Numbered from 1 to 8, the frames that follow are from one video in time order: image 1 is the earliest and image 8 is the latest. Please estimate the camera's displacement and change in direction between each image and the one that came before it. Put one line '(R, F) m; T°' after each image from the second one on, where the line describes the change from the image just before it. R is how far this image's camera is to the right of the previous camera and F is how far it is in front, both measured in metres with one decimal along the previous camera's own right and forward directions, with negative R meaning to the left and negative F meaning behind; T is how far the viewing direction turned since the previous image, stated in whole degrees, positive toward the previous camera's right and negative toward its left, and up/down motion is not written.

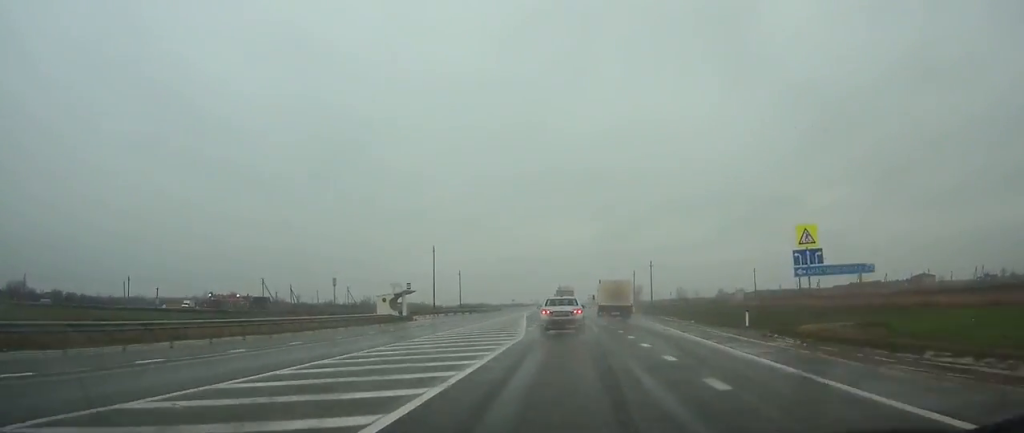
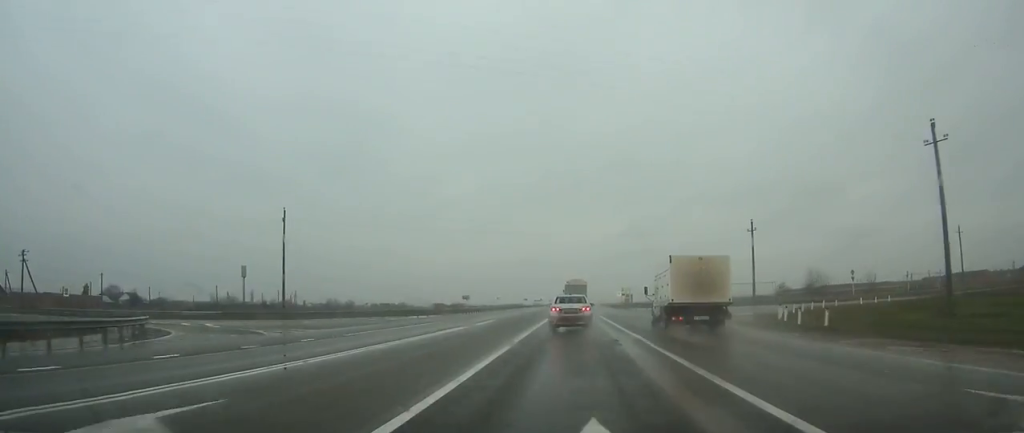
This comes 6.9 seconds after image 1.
(-1.4, +131.7) m; -1°
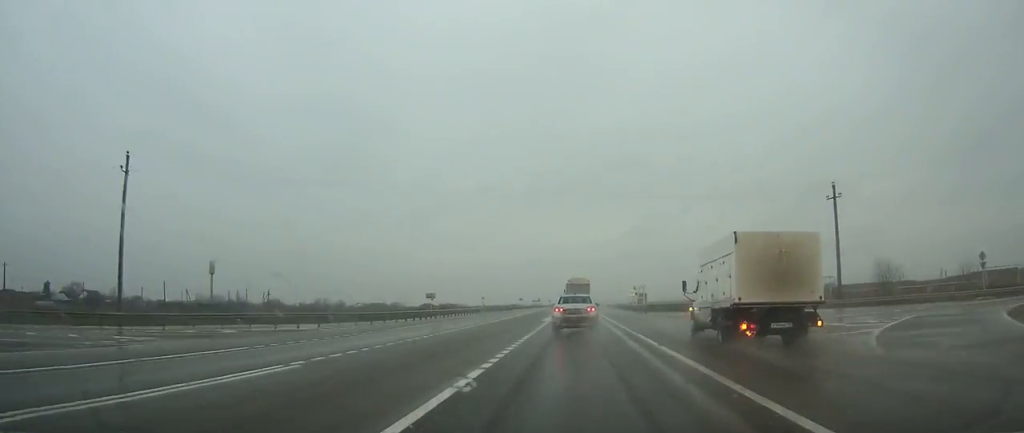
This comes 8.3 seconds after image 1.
(0.0, +28.4) m; 0°
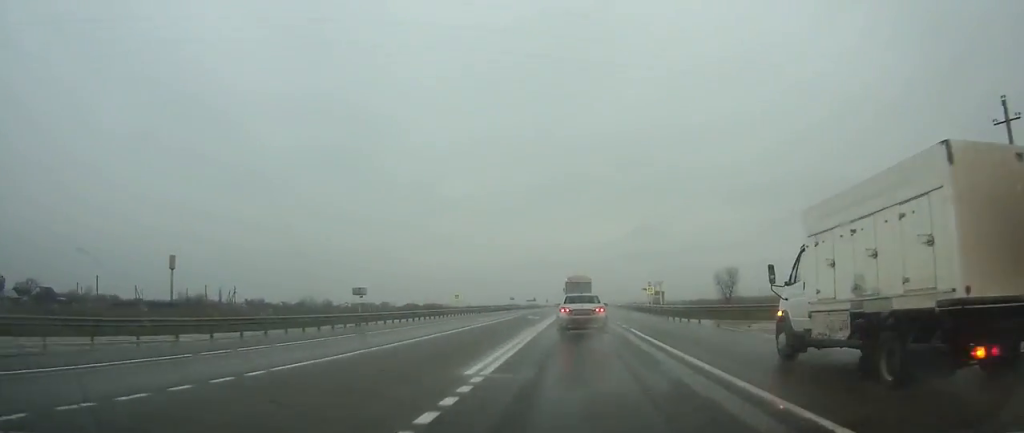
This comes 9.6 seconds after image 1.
(0.0, +27.0) m; 0°
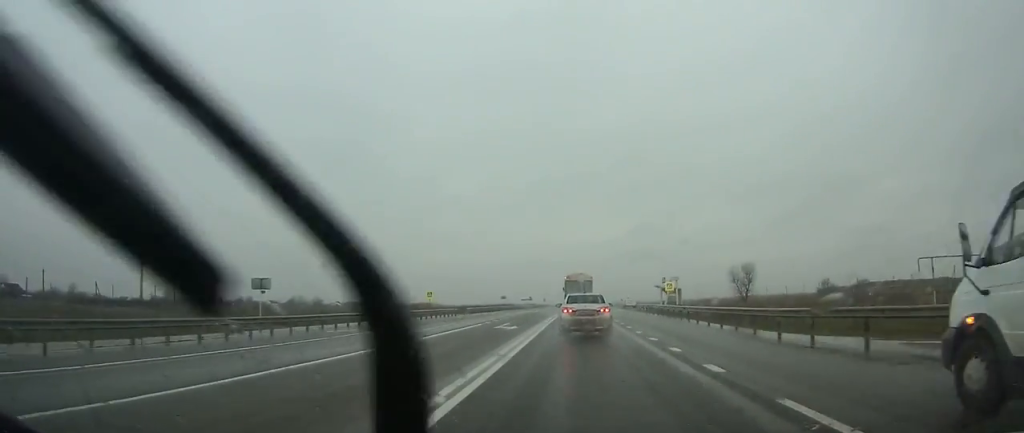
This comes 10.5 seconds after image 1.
(0.0, +17.5) m; 0°
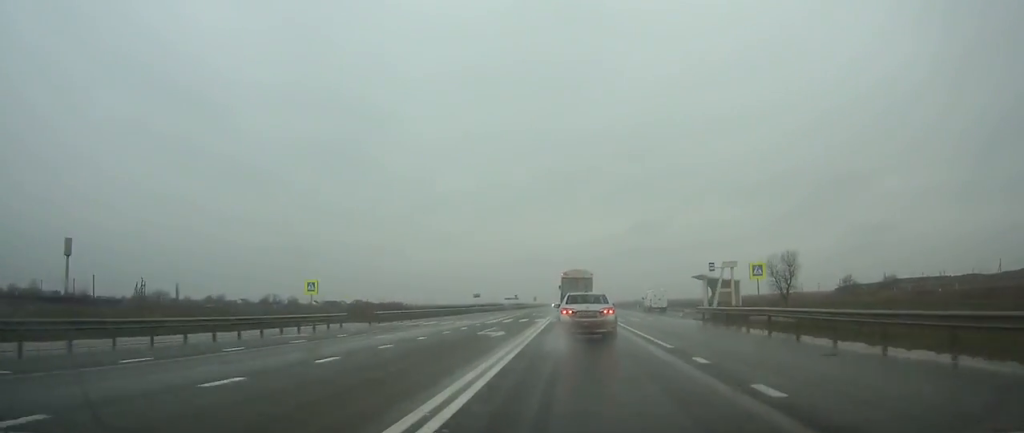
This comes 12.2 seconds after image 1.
(+0.1, +34.2) m; 0°
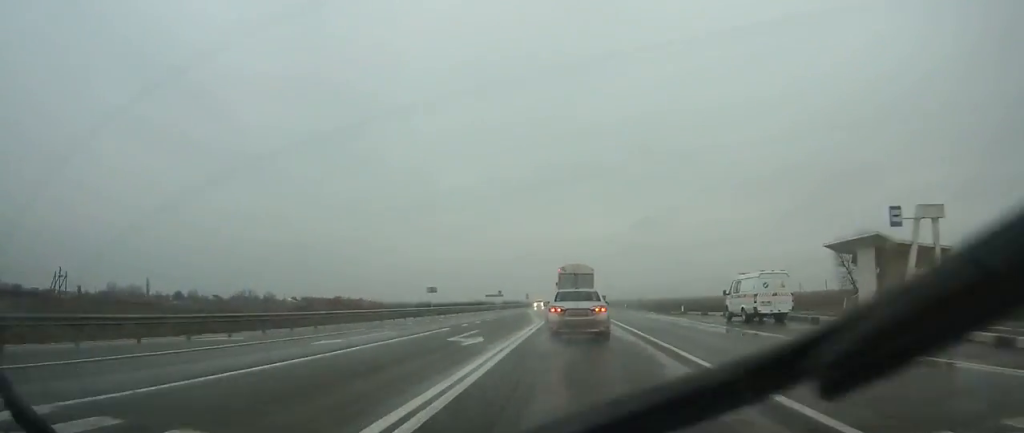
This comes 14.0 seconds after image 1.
(+0.1, +34.3) m; 0°
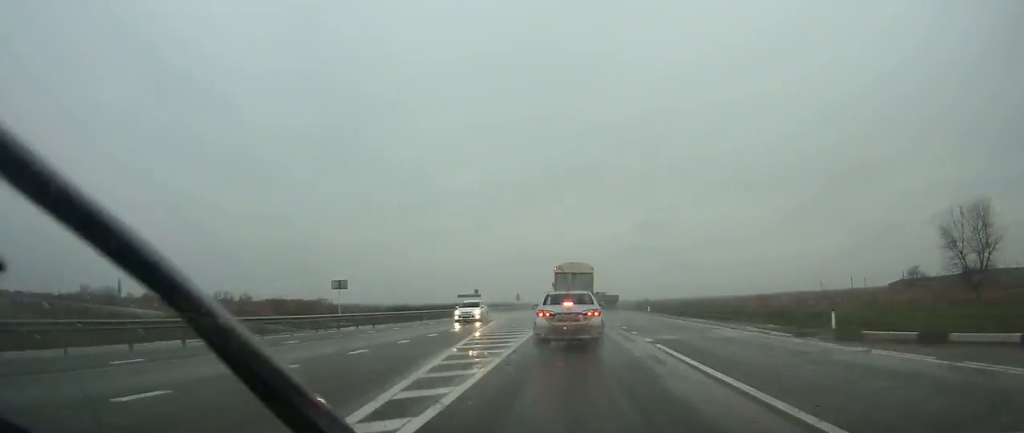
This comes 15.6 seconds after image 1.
(+0.1, +29.2) m; 0°
